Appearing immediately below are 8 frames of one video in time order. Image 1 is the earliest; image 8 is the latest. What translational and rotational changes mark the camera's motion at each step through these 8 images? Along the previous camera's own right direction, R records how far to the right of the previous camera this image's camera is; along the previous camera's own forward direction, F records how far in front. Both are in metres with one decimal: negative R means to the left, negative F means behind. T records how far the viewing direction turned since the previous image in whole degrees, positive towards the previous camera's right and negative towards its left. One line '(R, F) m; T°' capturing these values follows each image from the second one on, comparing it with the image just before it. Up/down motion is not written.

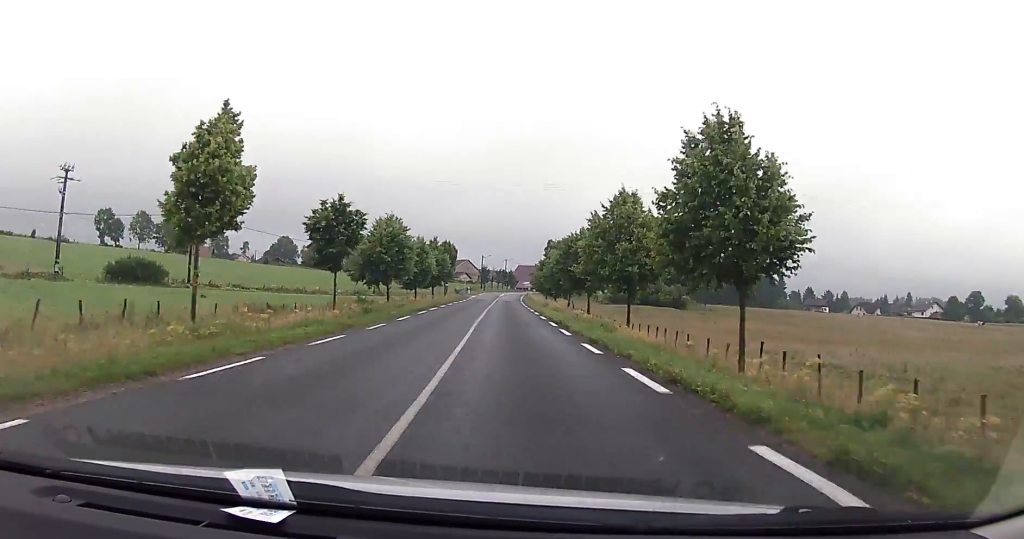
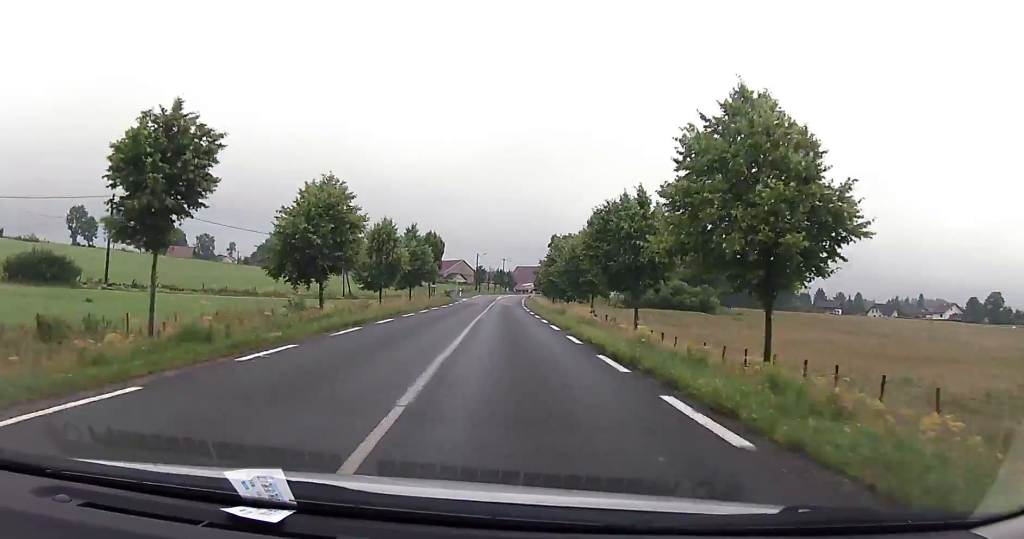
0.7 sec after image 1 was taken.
(+0.1, +17.0) m; +1°
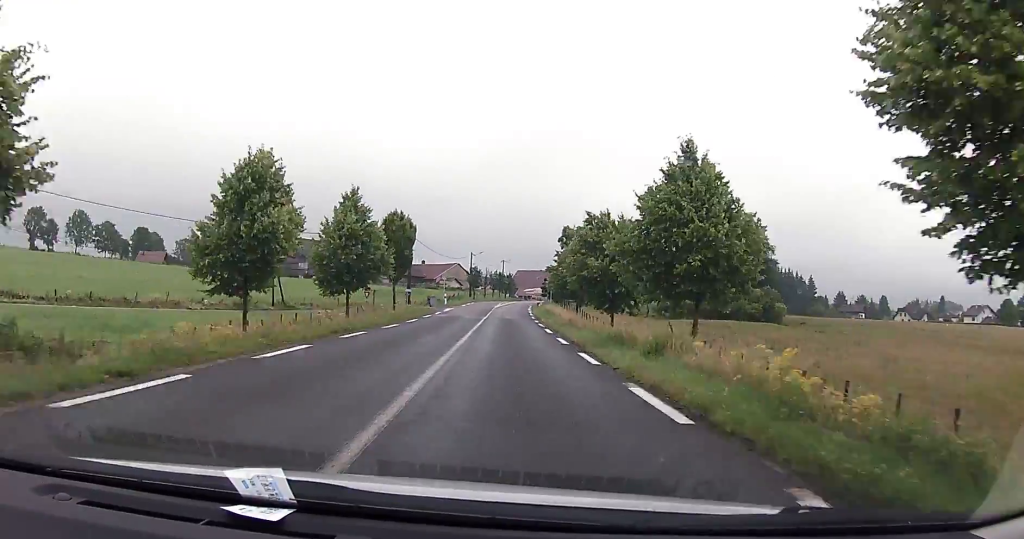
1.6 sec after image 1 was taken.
(+0.2, +24.4) m; +1°
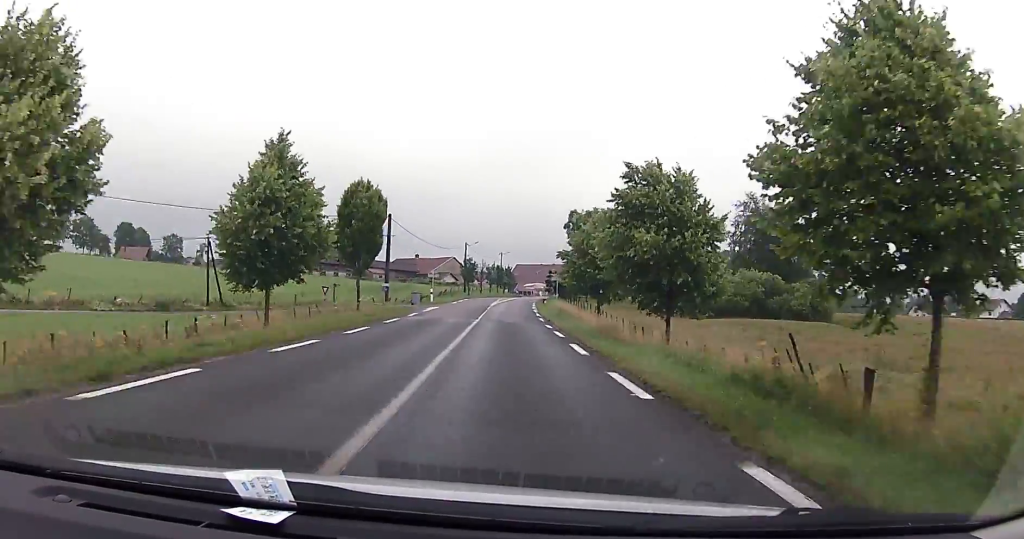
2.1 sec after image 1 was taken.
(-0.1, +12.3) m; 0°
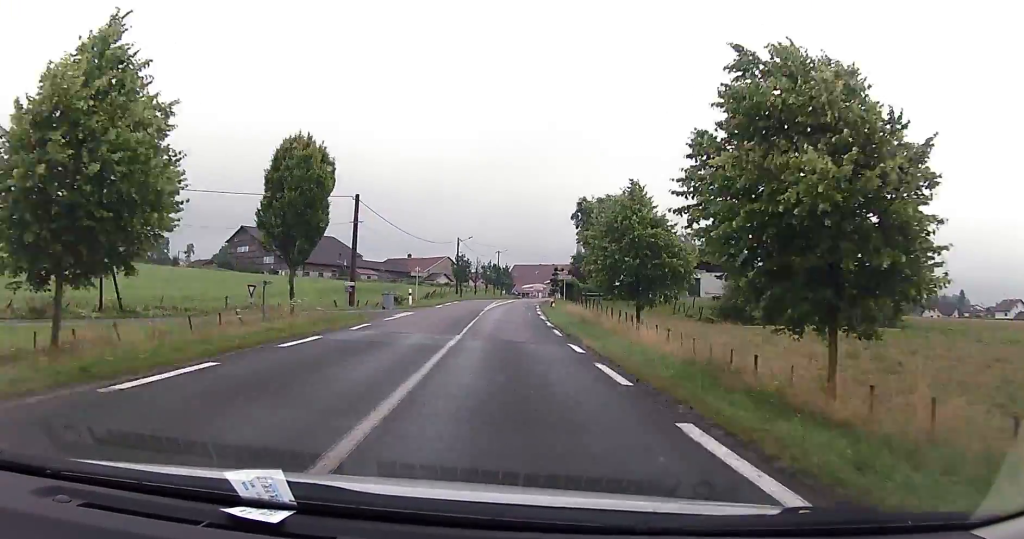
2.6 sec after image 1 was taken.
(0.0, +12.1) m; 0°
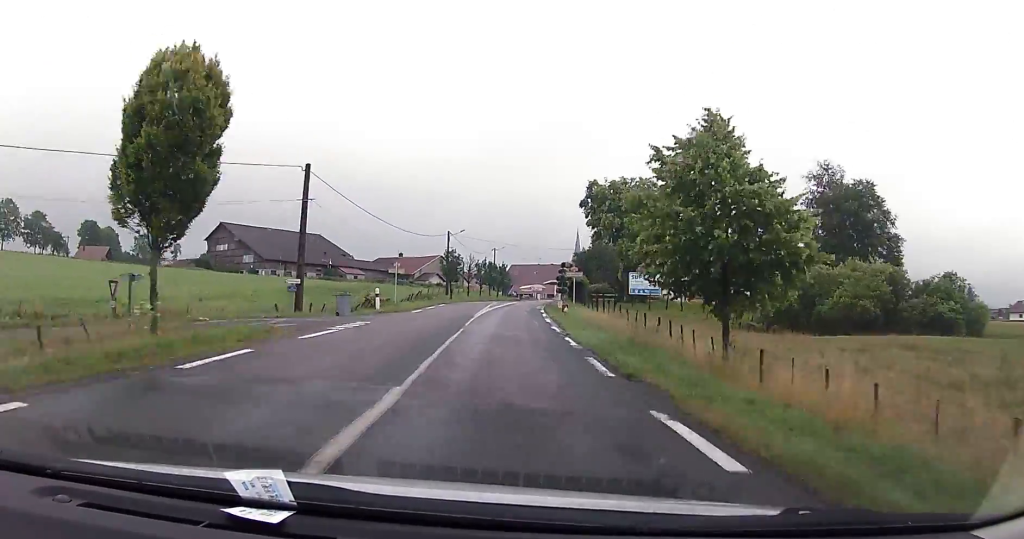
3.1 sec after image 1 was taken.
(+0.2, +11.0) m; 0°
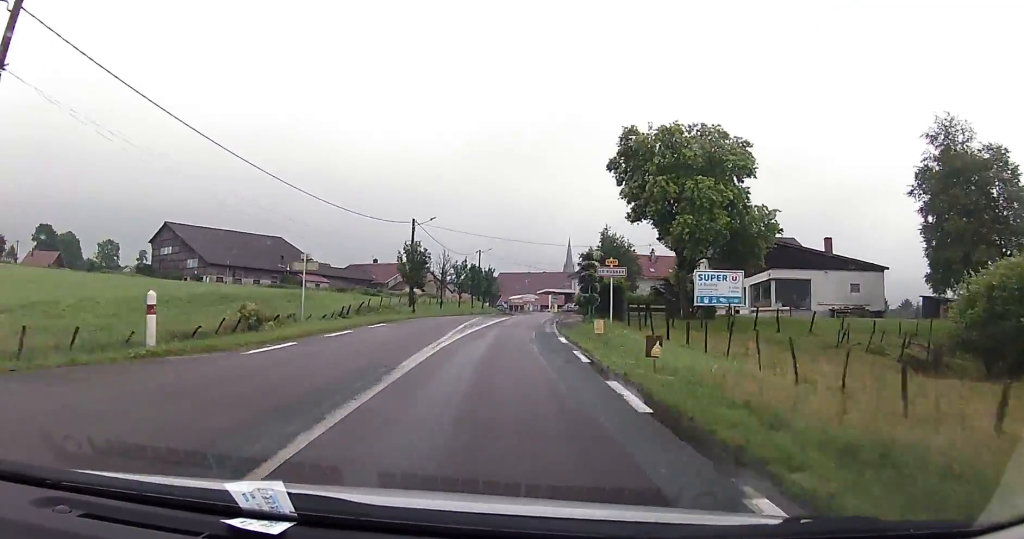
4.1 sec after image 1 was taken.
(-0.2, +22.7) m; +1°
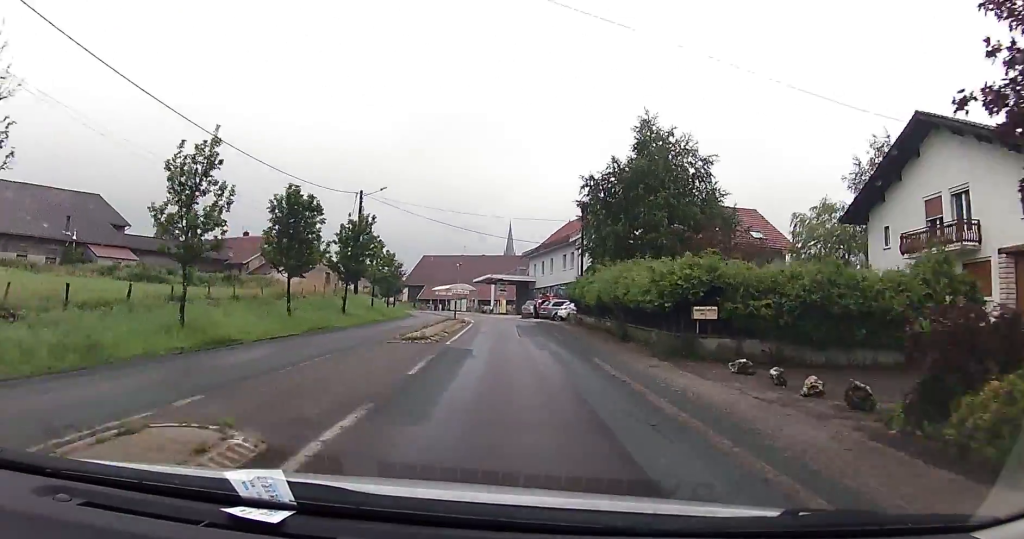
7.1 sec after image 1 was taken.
(+2.6, +55.2) m; +5°
